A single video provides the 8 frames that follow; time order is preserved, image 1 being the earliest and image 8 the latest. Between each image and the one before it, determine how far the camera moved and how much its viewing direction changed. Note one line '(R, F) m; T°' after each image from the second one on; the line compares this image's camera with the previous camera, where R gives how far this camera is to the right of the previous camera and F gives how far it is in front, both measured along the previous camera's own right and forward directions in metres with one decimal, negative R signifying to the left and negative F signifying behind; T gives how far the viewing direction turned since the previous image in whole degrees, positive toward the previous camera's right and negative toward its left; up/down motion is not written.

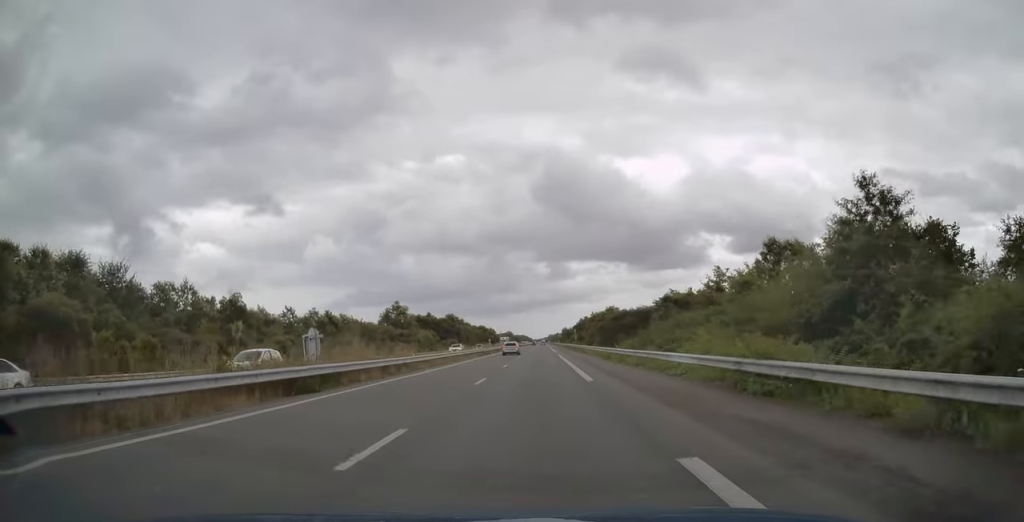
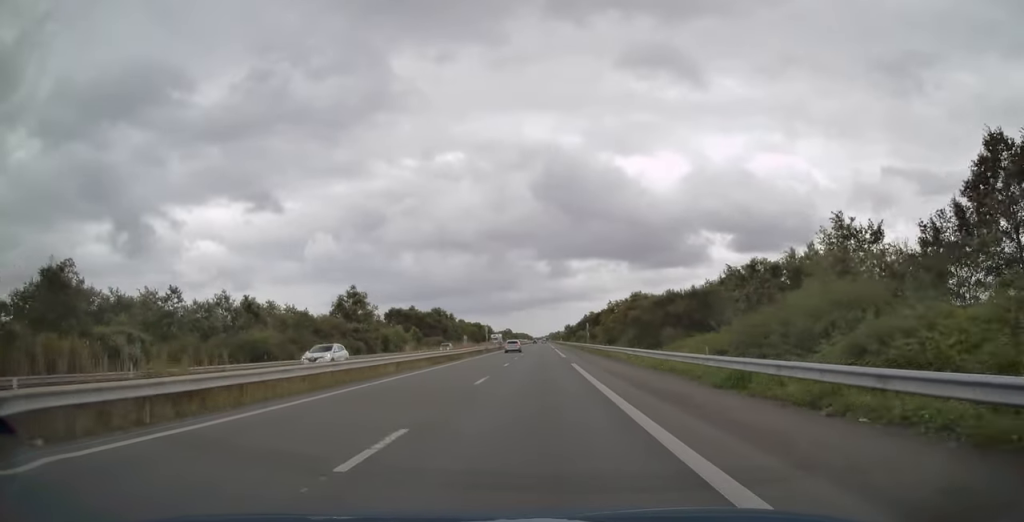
(-0.3, +26.3) m; 0°
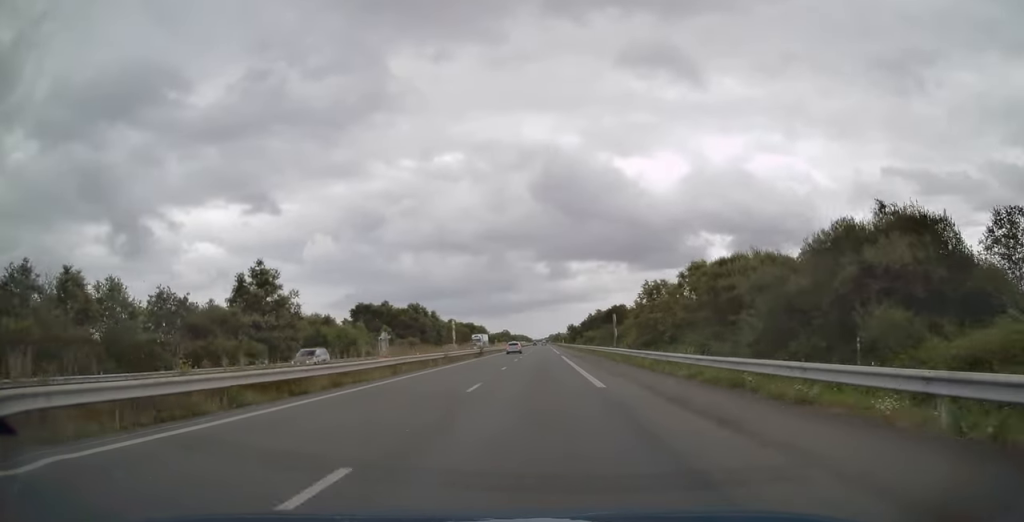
(+0.4, +28.9) m; 0°
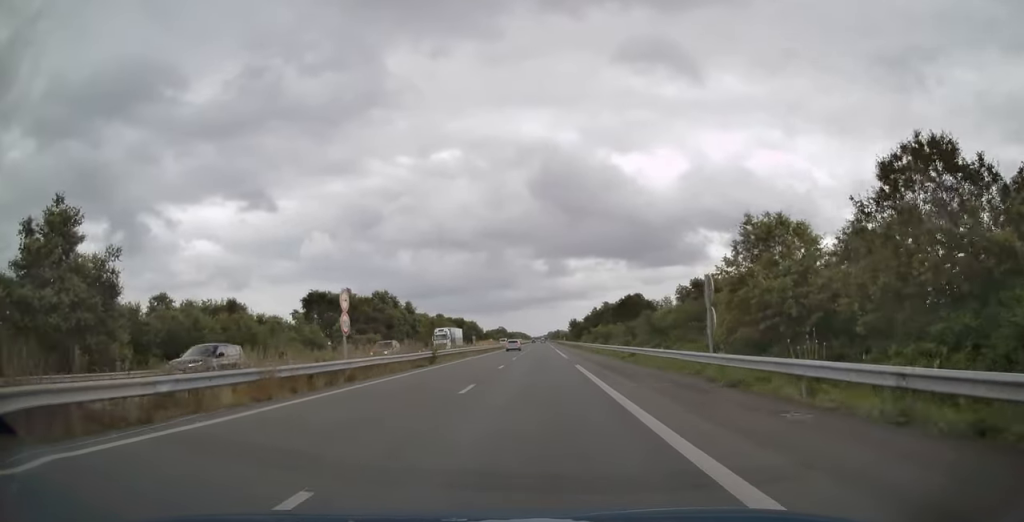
(-0.3, +27.3) m; -1°
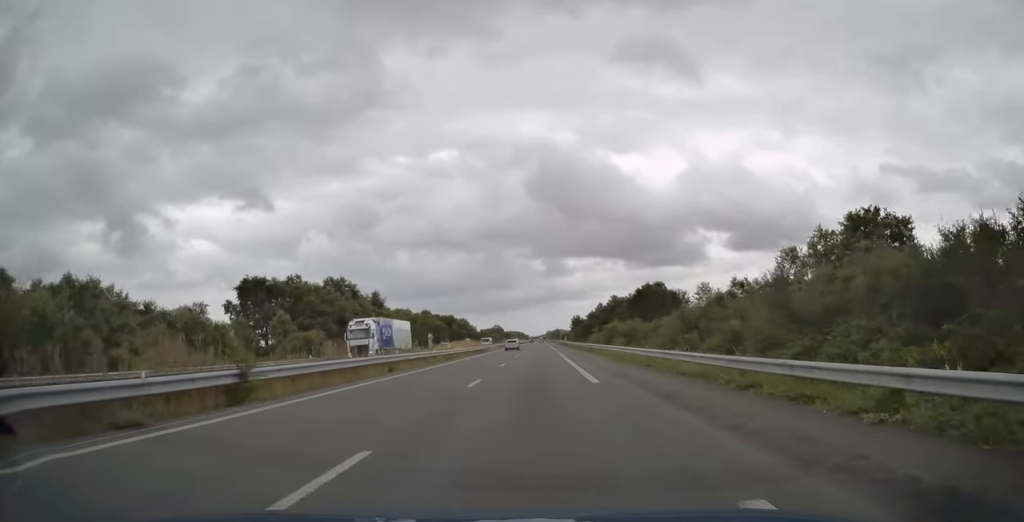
(0.0, +24.1) m; 0°
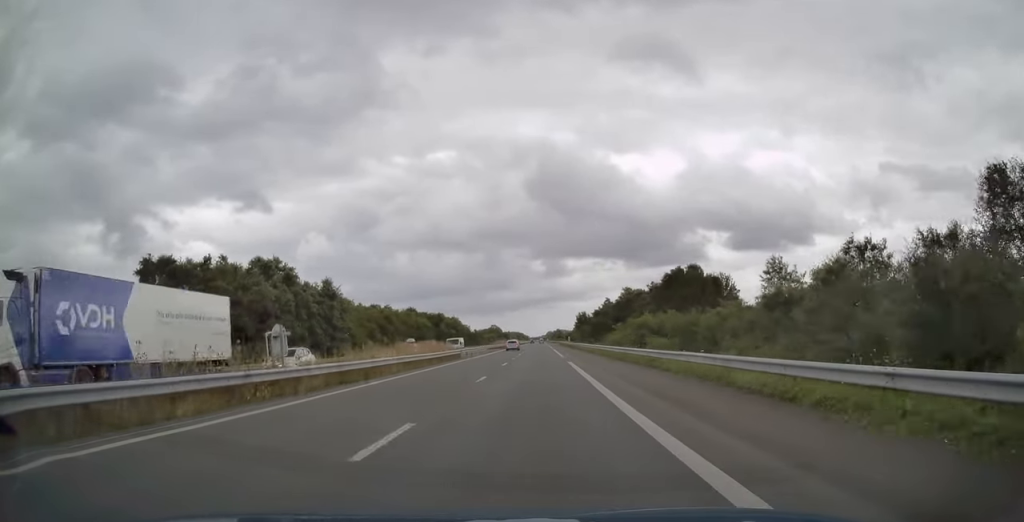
(+0.1, +23.6) m; 0°
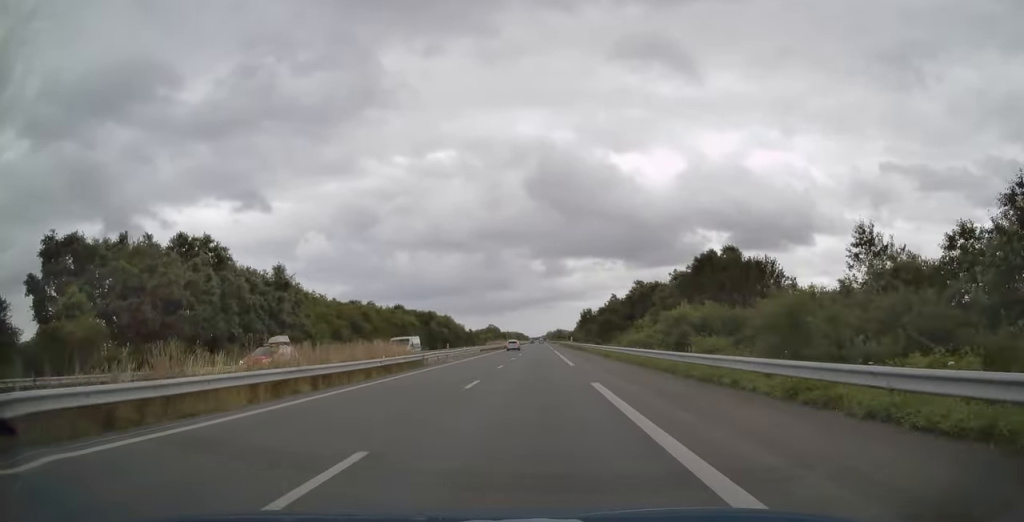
(+0.2, +15.6) m; 0°
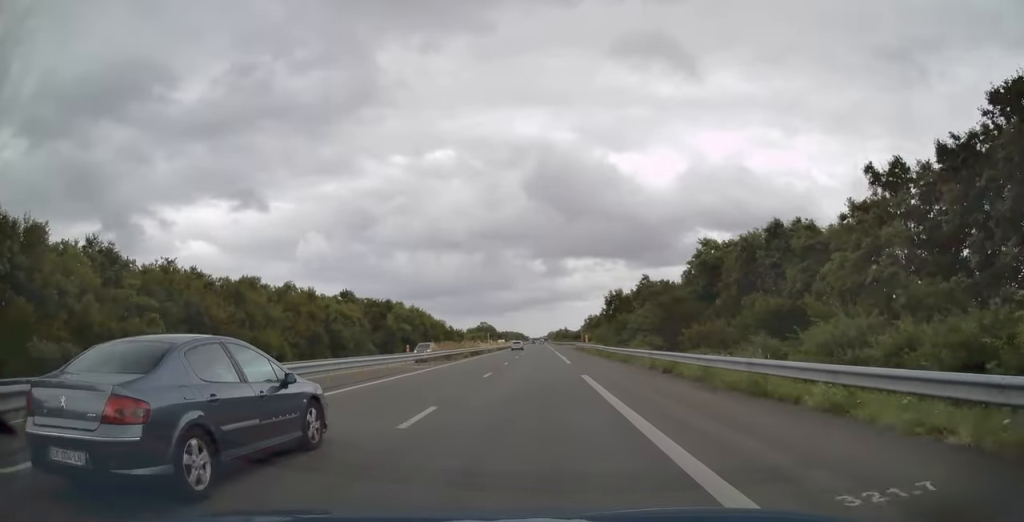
(-0.2, +46.6) m; 0°
